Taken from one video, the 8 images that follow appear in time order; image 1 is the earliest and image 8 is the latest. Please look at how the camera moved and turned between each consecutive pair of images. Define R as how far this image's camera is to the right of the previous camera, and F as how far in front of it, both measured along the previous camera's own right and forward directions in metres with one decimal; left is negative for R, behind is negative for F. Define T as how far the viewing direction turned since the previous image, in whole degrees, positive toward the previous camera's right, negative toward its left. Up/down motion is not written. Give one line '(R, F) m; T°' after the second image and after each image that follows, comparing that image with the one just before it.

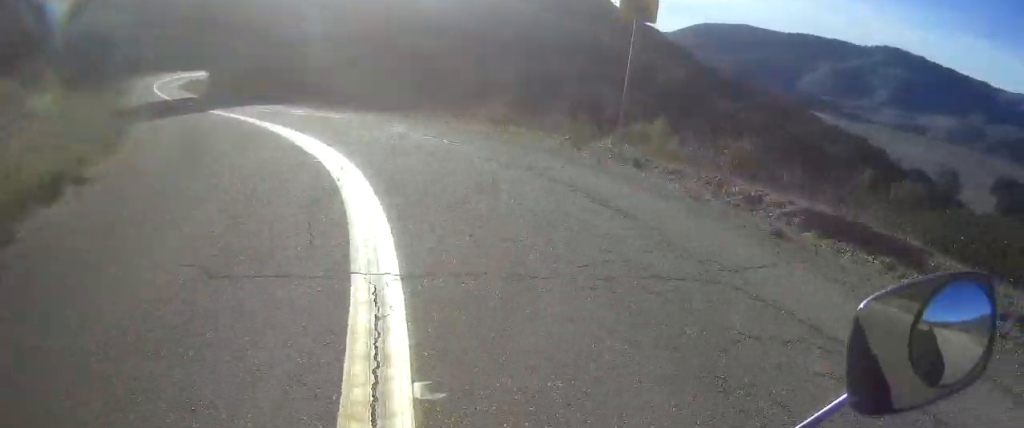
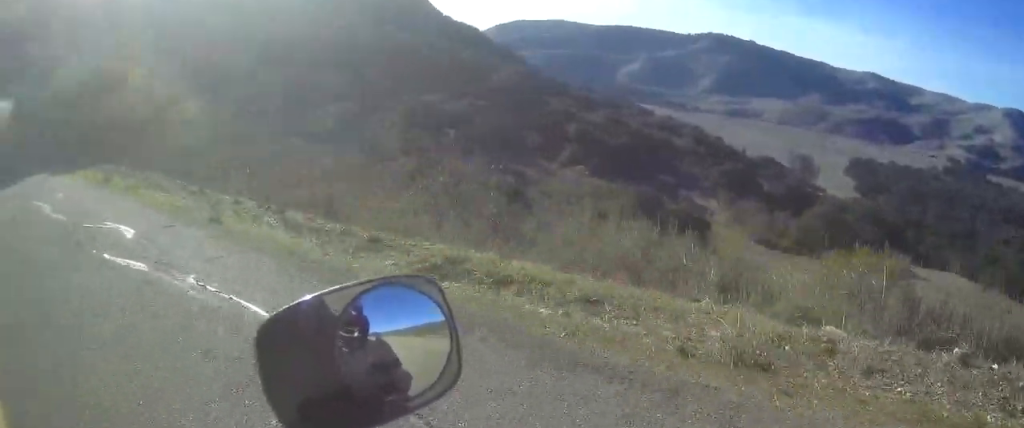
(-4.0, +14.9) m; -19°
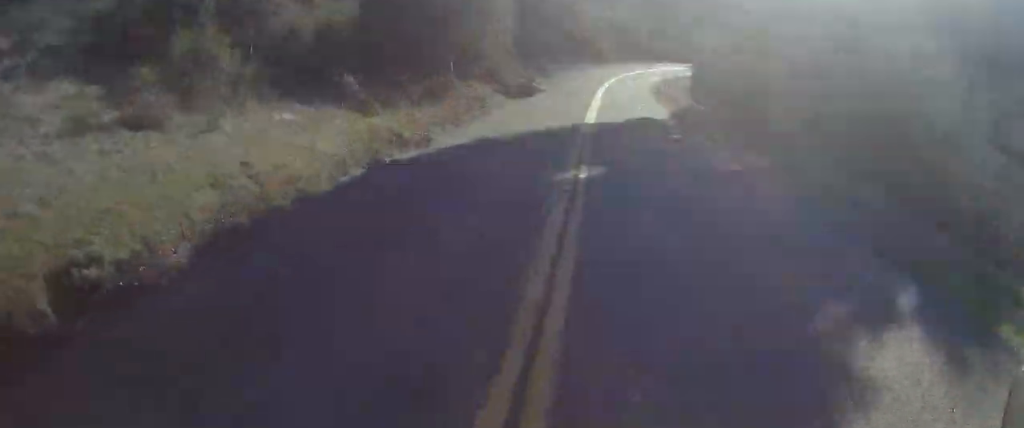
(-0.1, +10.0) m; -9°
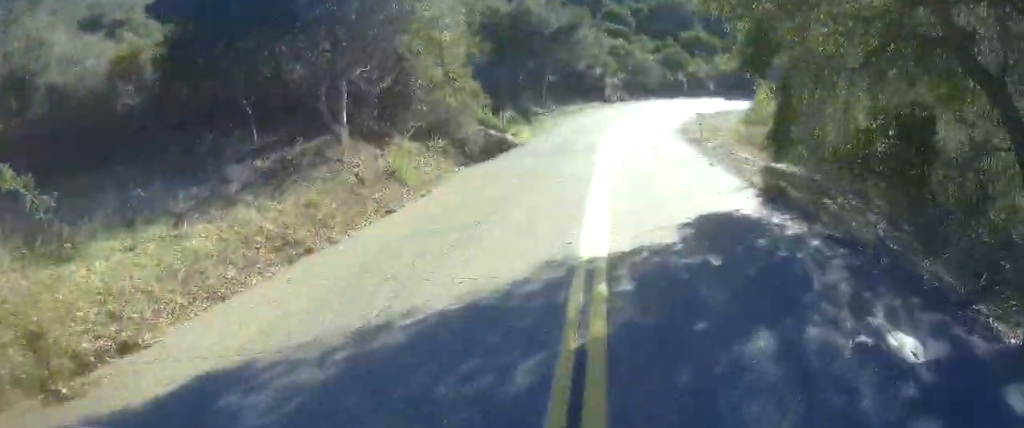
(-1.7, +12.9) m; -8°
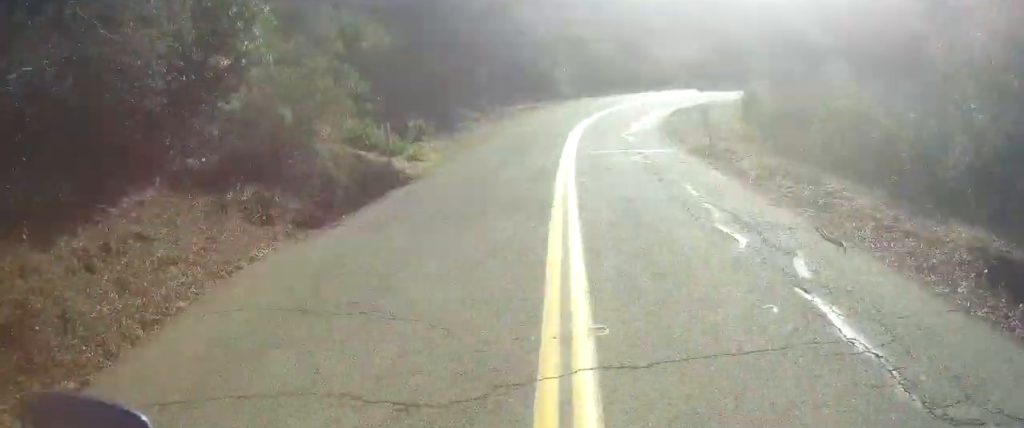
(0.0, +11.1) m; +2°
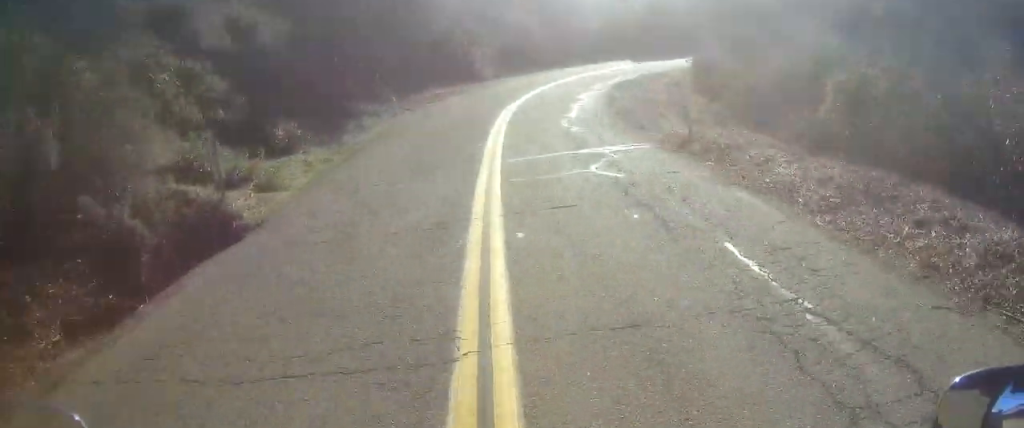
(+0.2, +6.0) m; +1°
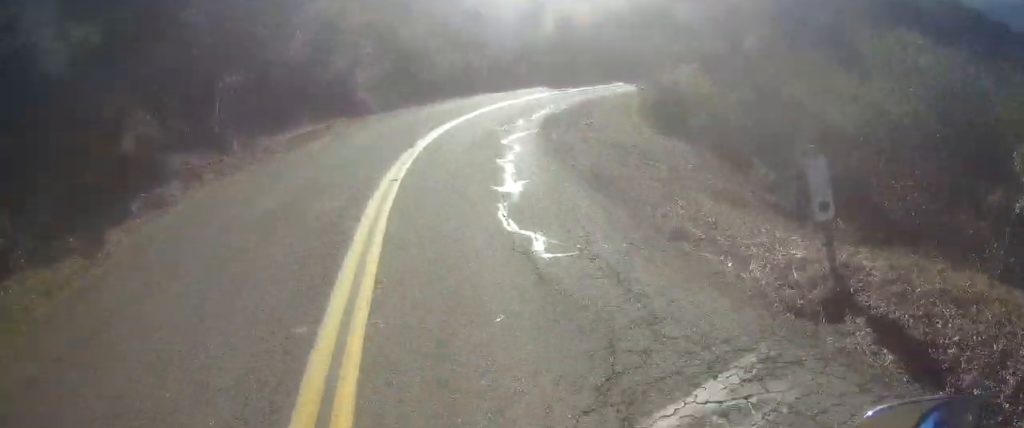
(+0.2, +9.3) m; +2°
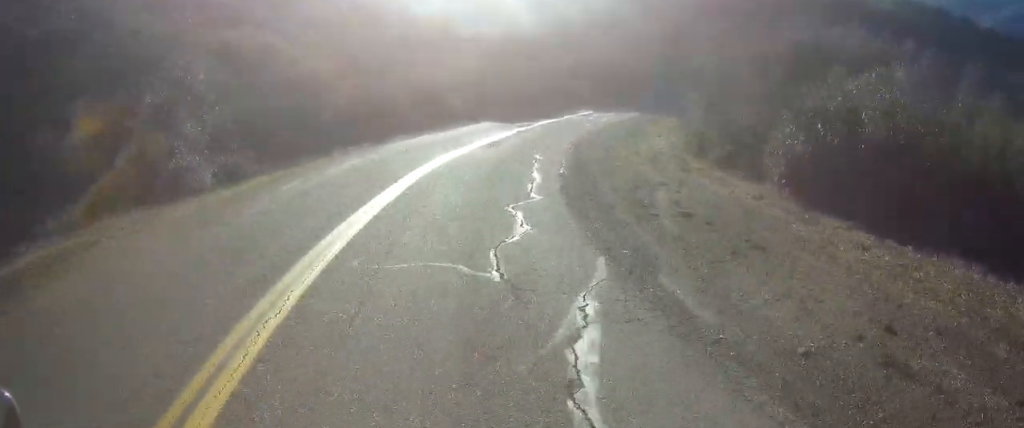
(+0.4, +15.7) m; +8°
